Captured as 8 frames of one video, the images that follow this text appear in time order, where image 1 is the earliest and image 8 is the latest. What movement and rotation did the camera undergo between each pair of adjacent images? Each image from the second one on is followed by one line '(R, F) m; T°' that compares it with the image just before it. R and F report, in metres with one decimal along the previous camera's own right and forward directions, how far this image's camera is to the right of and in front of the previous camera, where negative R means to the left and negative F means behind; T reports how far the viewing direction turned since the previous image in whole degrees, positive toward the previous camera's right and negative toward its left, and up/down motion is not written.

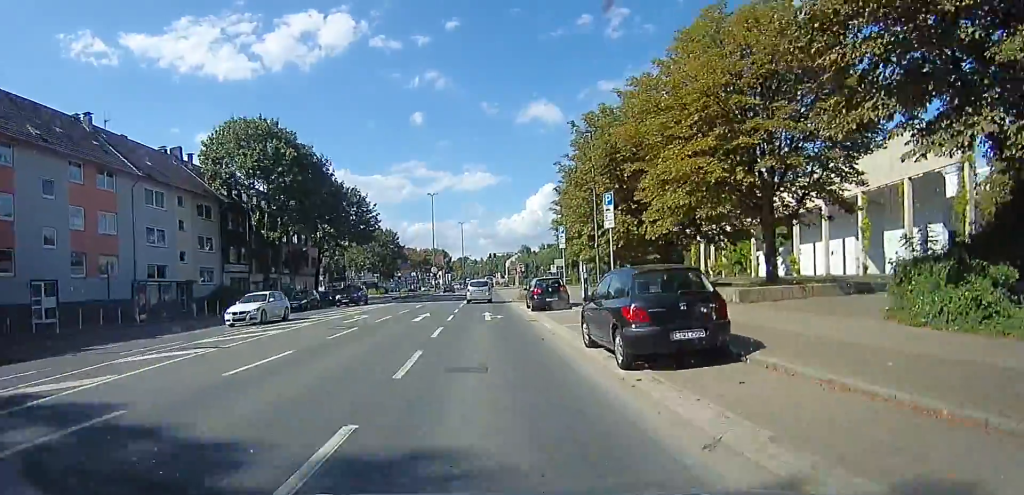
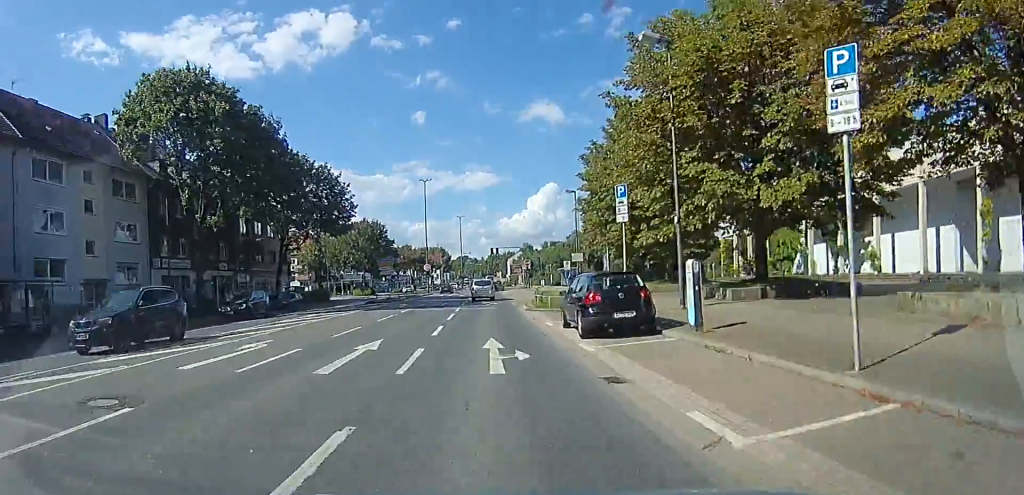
(+0.2, +11.8) m; +2°
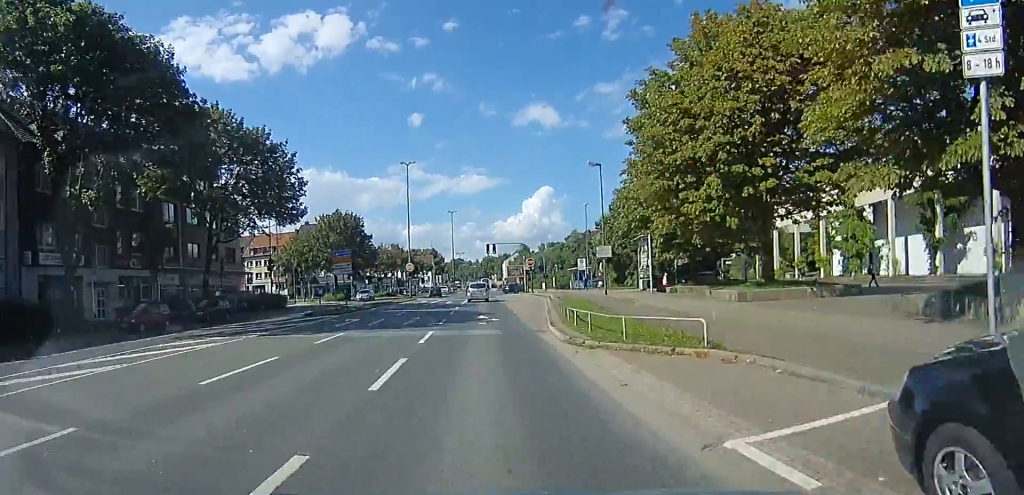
(+0.1, +12.9) m; -1°
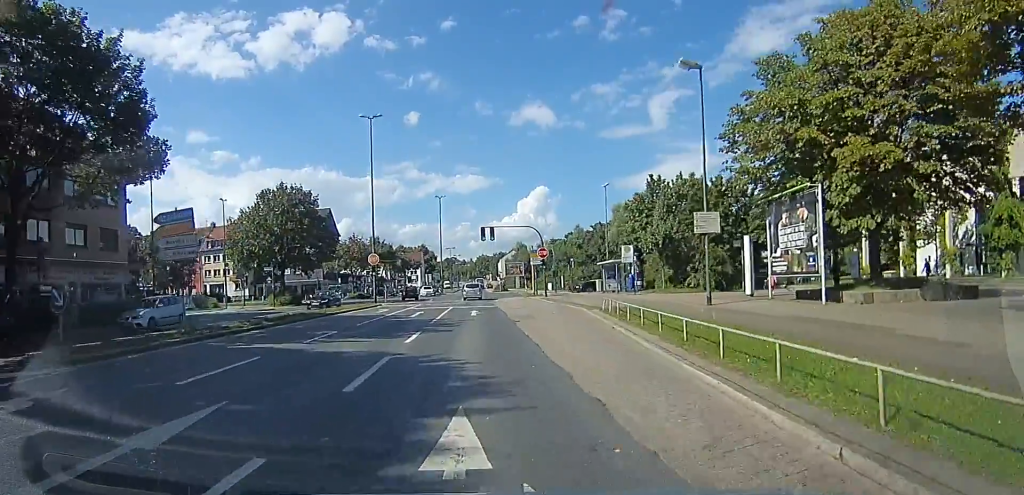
(-0.5, +17.7) m; 0°
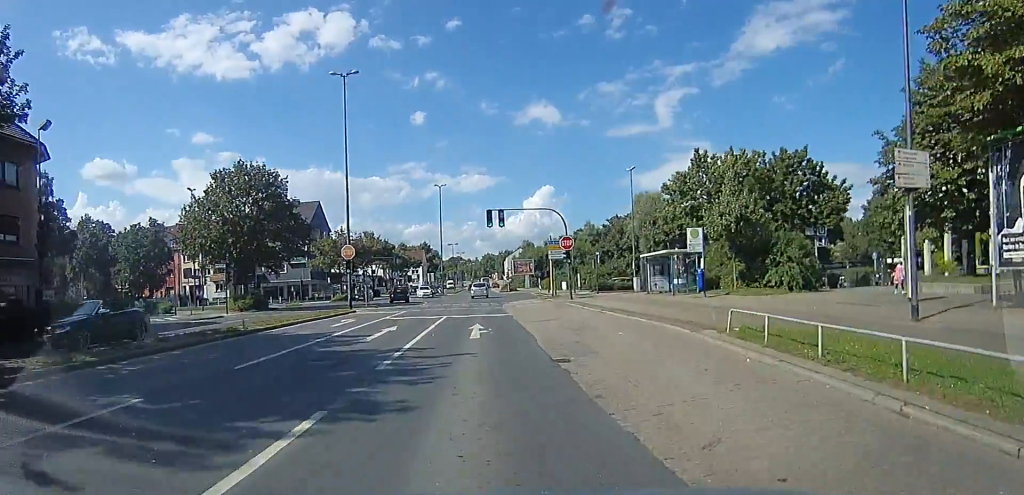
(+0.3, +10.0) m; +2°
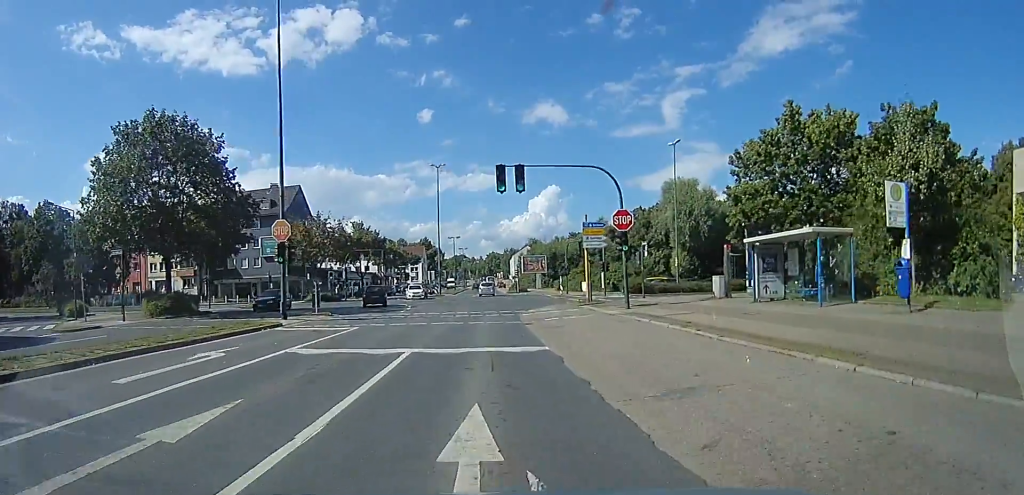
(+0.2, +12.8) m; -1°
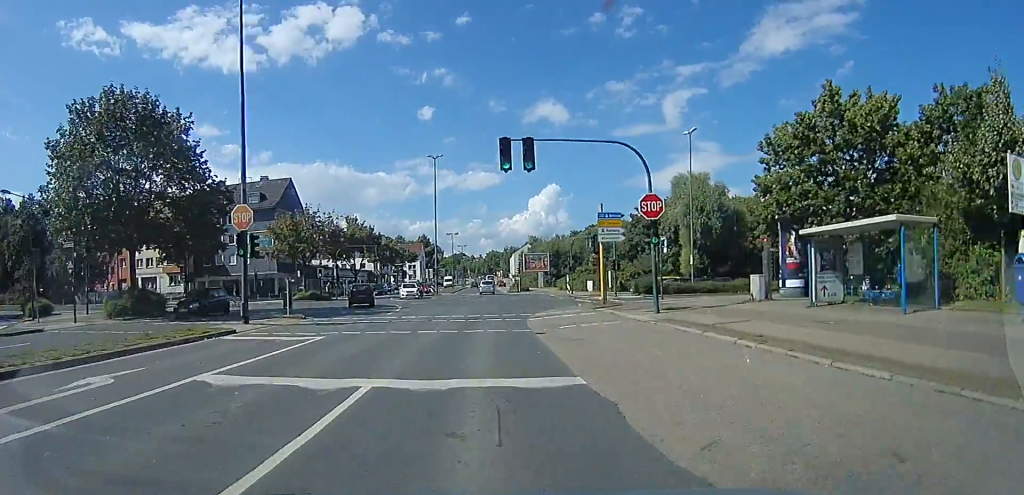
(-0.1, +3.9) m; -1°
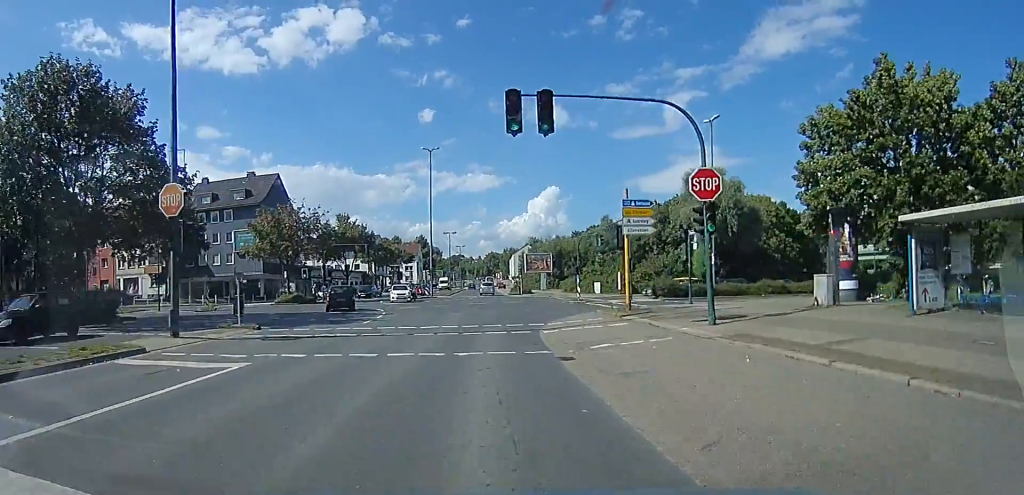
(-0.1, +4.9) m; -1°
